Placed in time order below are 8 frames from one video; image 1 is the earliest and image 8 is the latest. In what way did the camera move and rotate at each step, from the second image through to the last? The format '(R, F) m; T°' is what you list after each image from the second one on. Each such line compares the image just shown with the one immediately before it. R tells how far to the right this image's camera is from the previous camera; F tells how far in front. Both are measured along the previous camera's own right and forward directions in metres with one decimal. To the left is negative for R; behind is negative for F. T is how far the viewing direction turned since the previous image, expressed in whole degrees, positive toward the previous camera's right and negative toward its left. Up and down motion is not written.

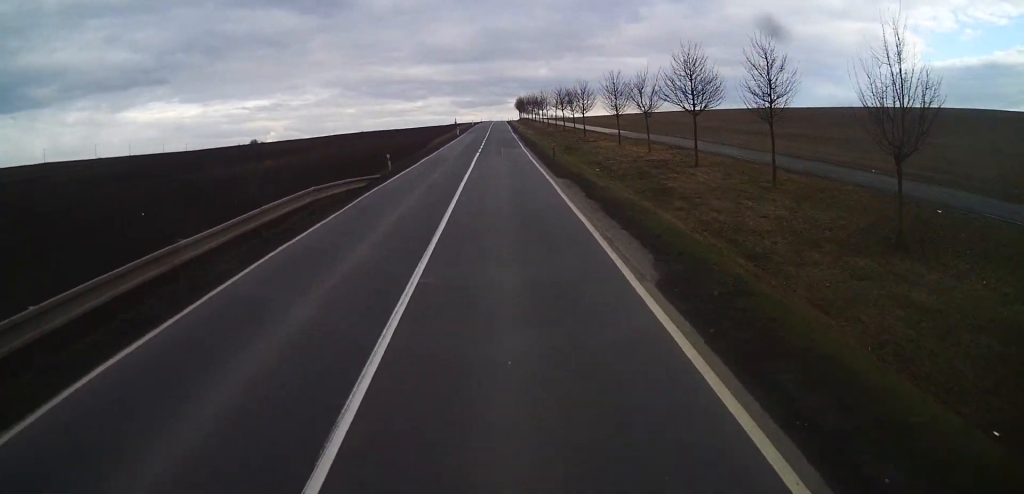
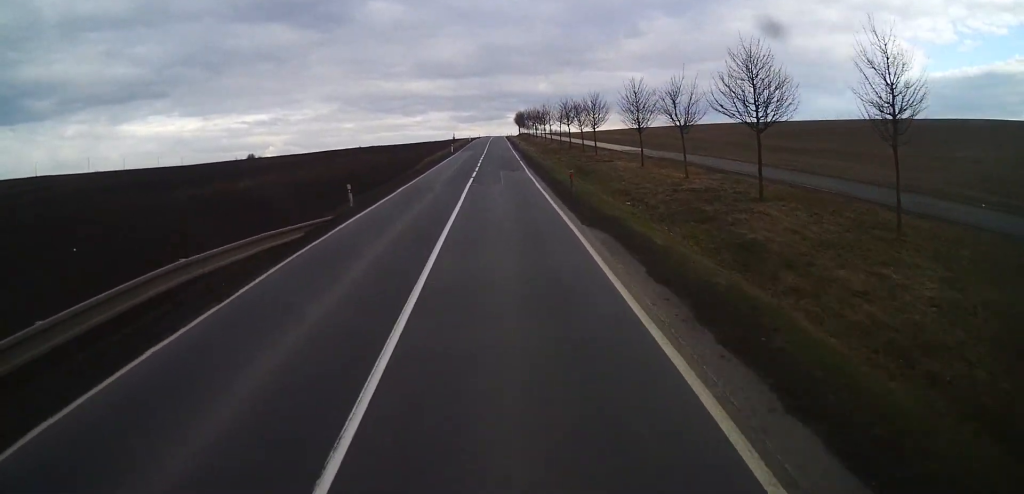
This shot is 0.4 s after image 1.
(+0.4, +7.8) m; 0°
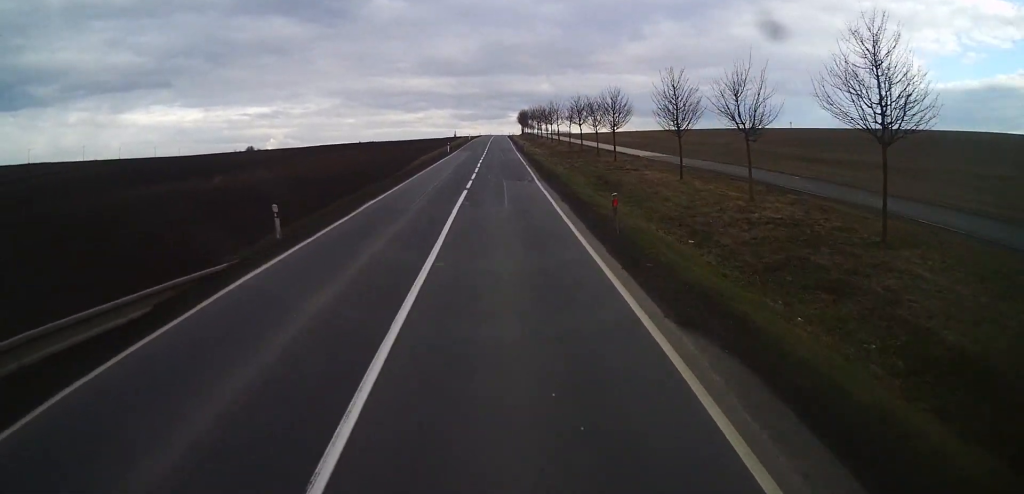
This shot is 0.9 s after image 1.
(-0.3, +7.9) m; -1°
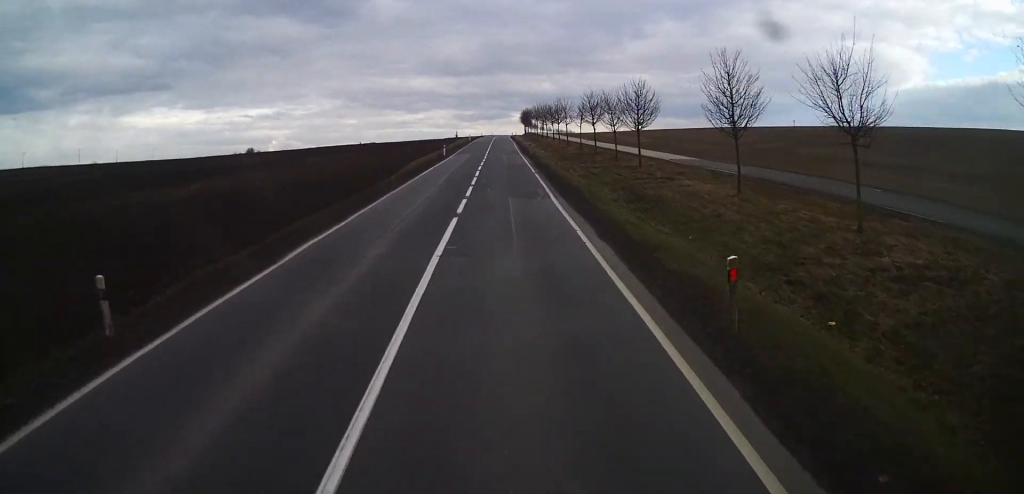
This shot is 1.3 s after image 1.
(-0.2, +7.3) m; -1°
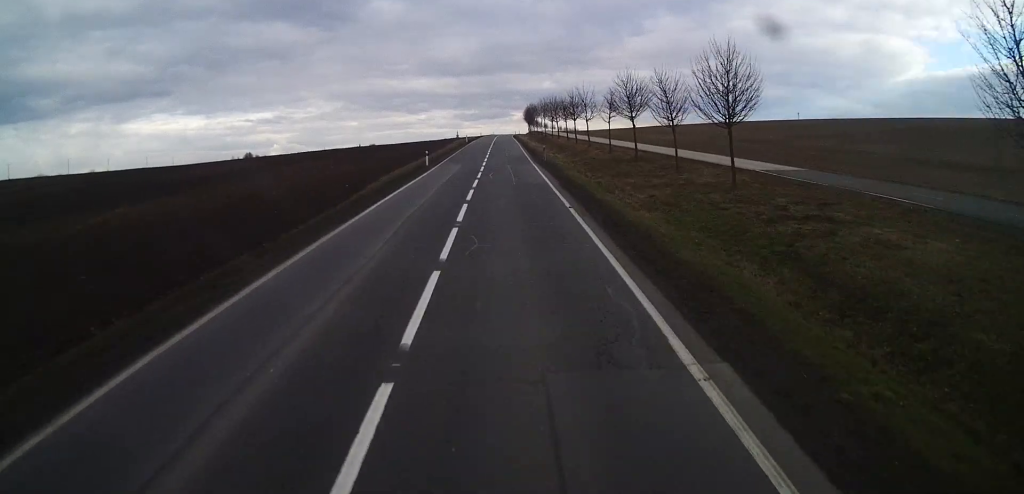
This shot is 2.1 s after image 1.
(-0.2, +15.4) m; 0°
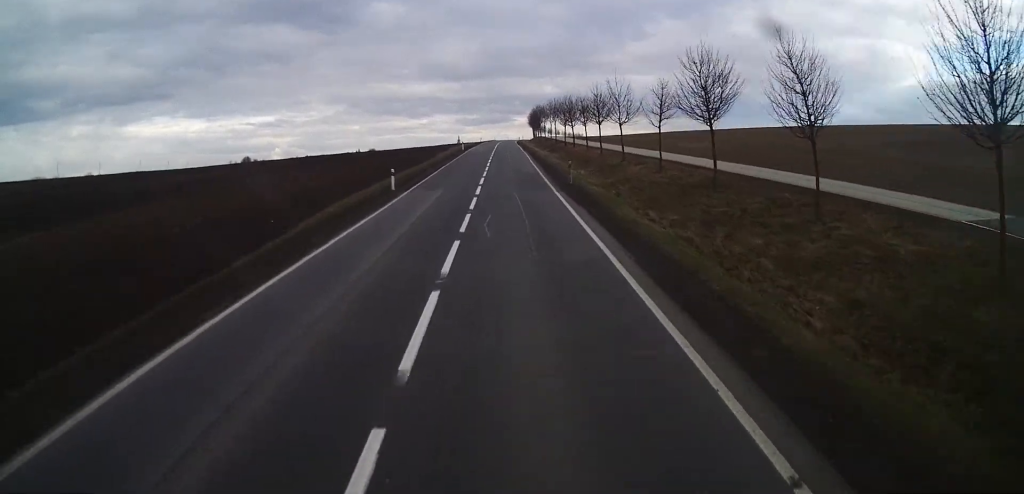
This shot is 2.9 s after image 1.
(+0.1, +14.2) m; 0°
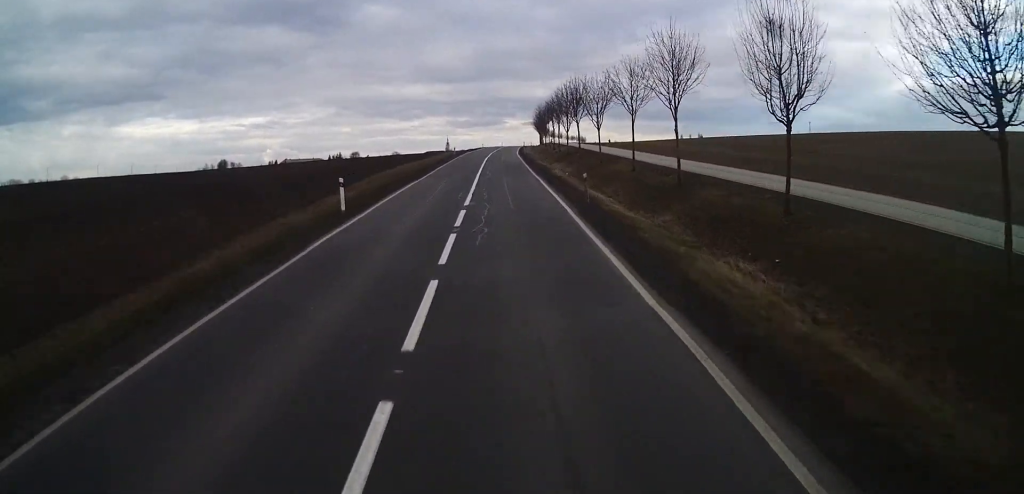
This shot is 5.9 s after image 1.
(+0.3, +57.6) m; +1°
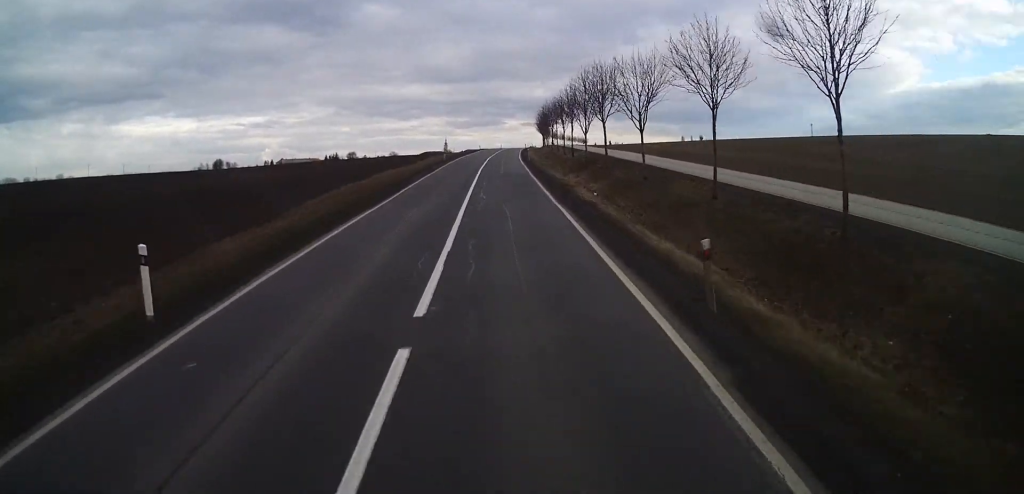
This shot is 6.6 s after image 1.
(-0.1, +12.1) m; 0°
